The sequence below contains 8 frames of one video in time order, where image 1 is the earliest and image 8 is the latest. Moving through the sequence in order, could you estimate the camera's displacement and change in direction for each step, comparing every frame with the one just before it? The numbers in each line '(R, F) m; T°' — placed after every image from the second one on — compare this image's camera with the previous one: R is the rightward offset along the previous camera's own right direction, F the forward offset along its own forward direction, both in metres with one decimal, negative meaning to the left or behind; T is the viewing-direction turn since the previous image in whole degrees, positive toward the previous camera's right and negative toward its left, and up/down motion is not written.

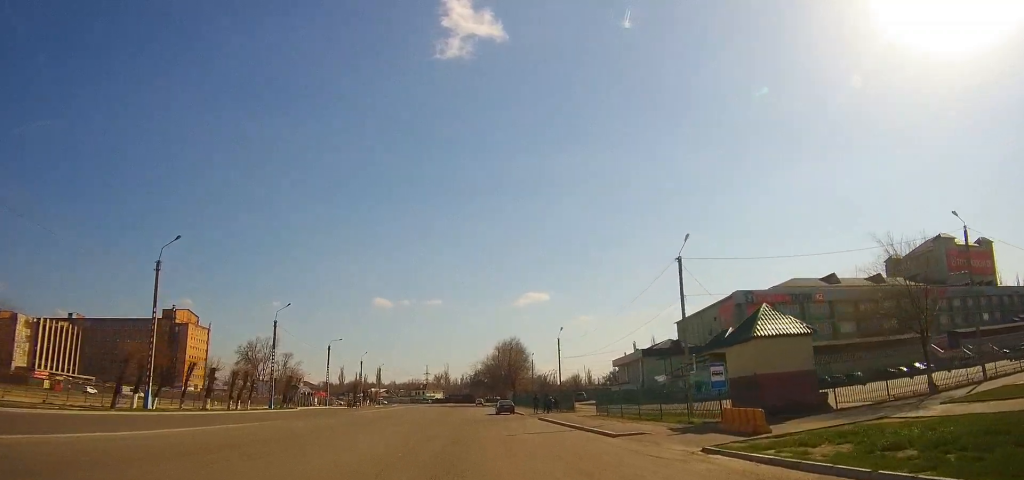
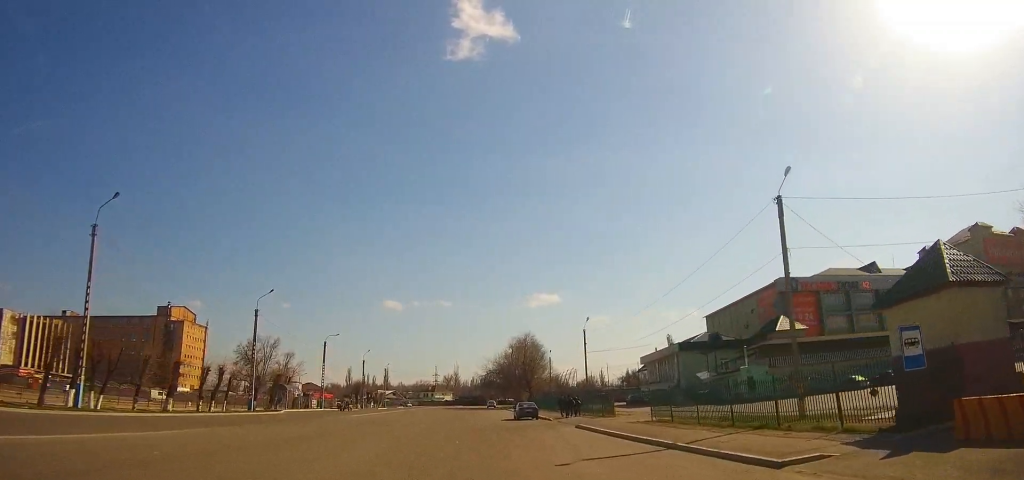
(-0.1, +10.7) m; -1°
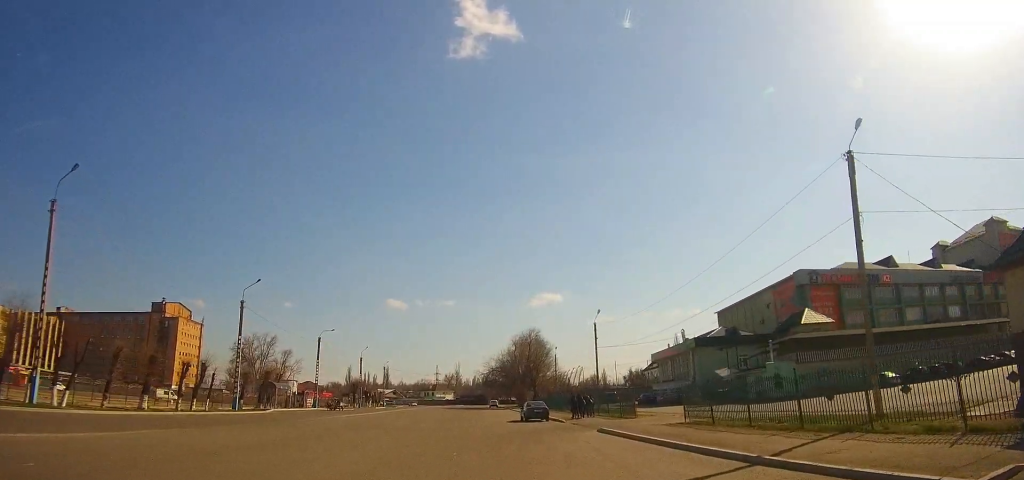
(0.0, +4.9) m; 0°
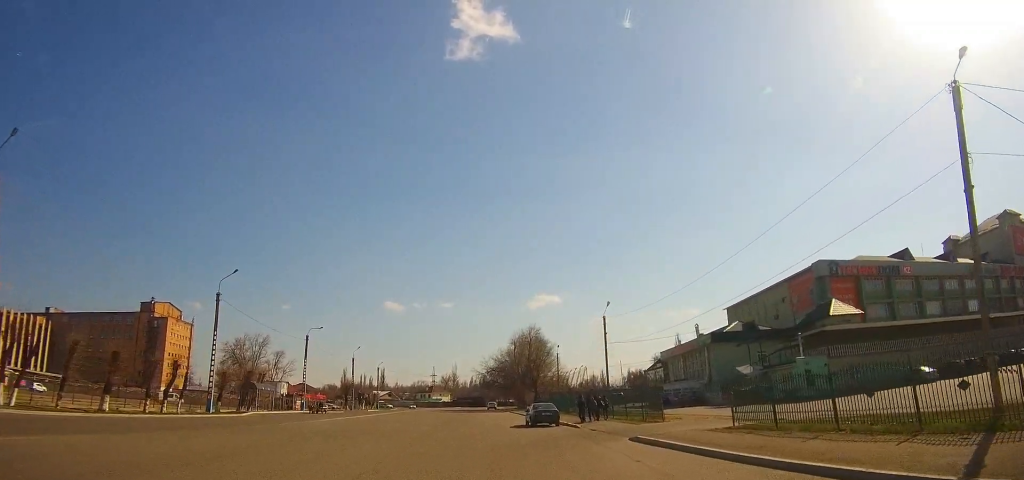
(0.0, +5.8) m; 0°
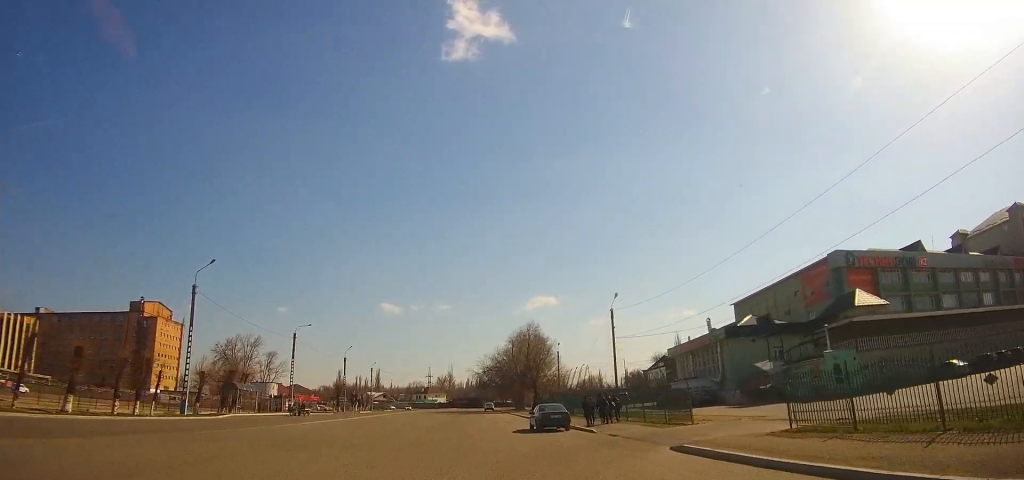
(0.0, +4.6) m; 0°
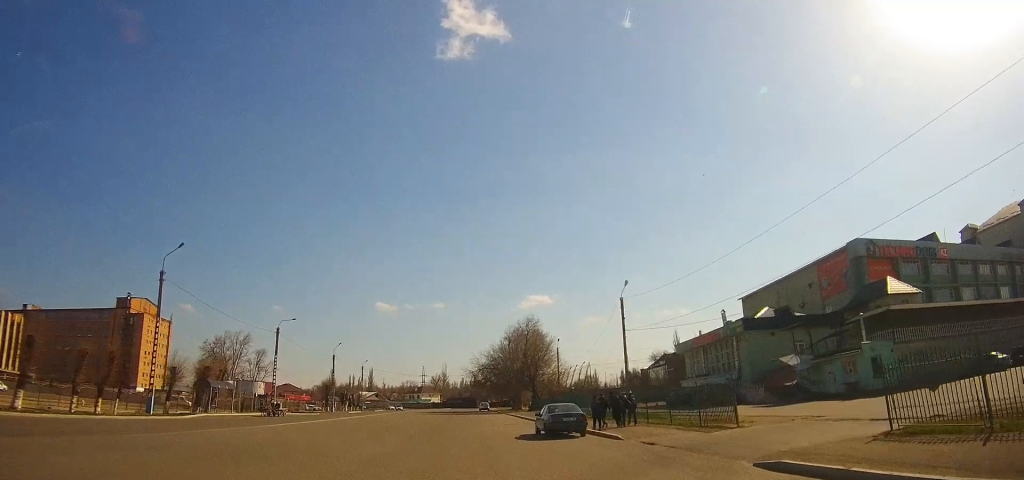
(0.0, +5.1) m; 0°
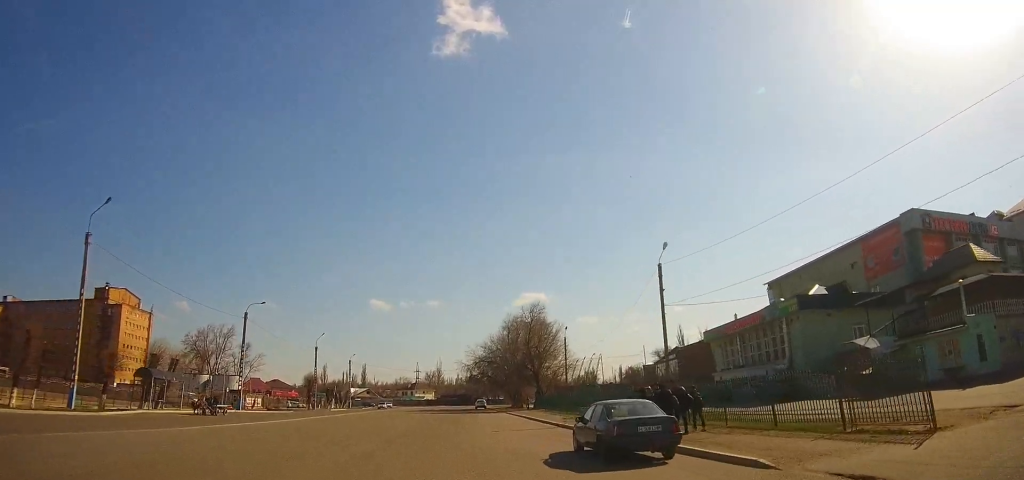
(0.0, +10.4) m; 0°
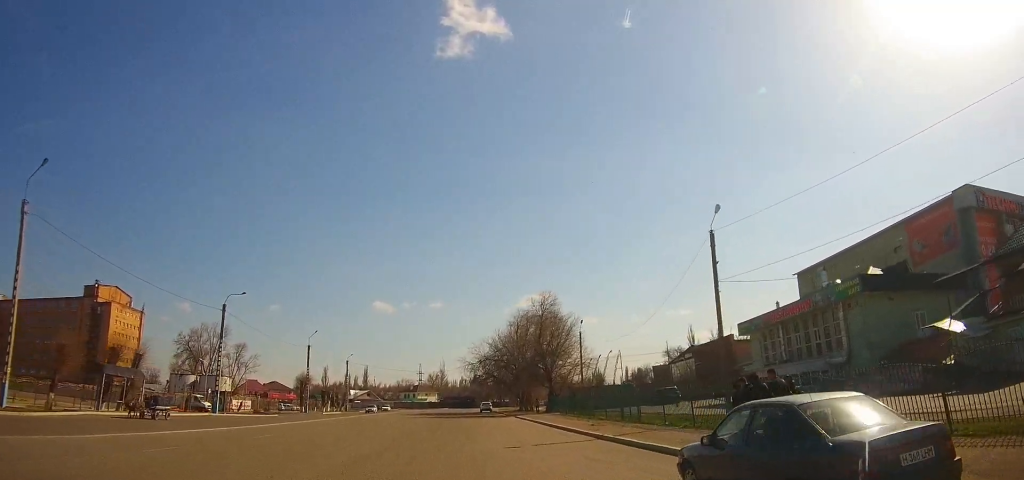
(0.0, +7.7) m; 0°
